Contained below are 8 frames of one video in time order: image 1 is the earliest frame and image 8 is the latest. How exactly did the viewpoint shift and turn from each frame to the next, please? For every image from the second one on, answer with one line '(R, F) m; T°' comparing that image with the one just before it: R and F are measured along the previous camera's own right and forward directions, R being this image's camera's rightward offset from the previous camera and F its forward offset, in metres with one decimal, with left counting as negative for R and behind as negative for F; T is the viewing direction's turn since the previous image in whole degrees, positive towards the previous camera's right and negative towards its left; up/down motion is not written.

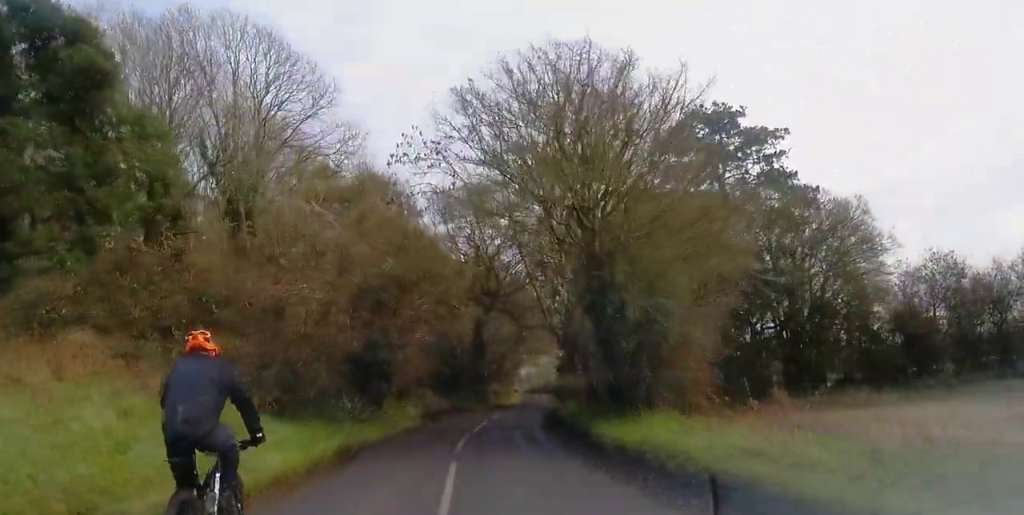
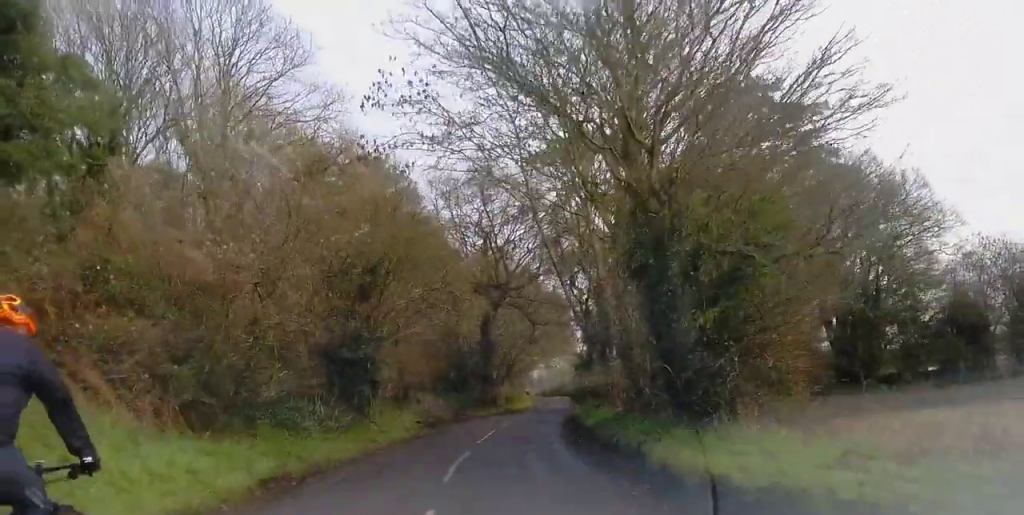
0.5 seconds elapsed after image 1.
(0.0, +5.5) m; +1°
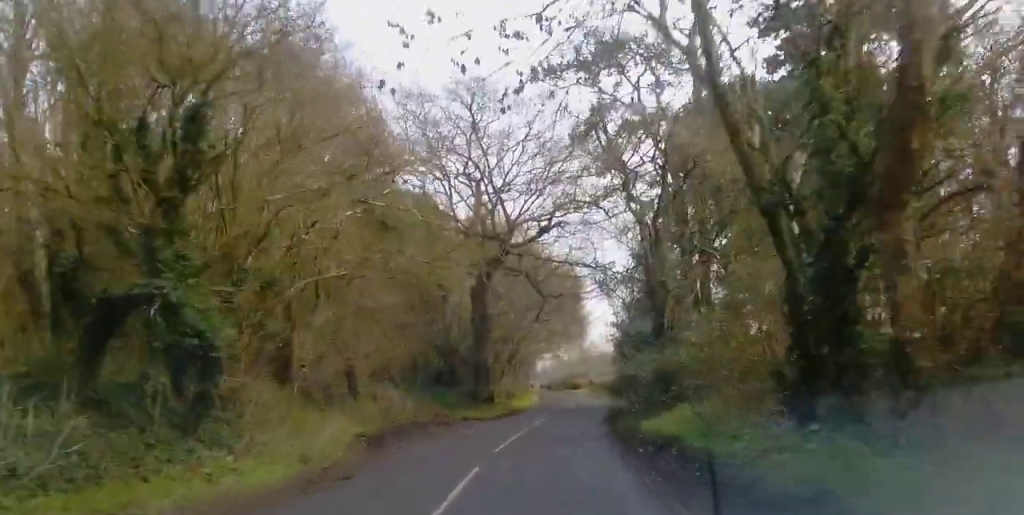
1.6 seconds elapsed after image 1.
(+0.6, +14.6) m; +3°
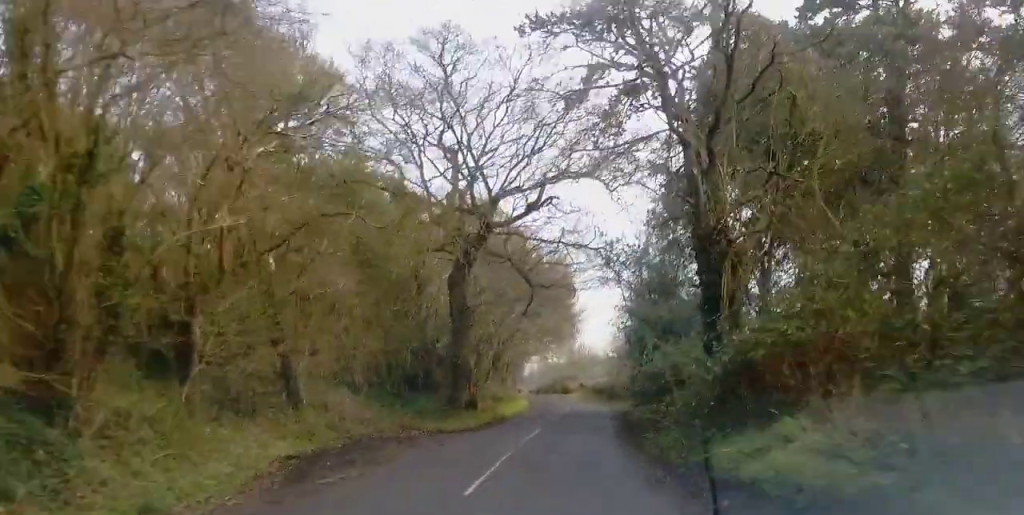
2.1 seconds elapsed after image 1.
(+0.1, +5.9) m; +1°
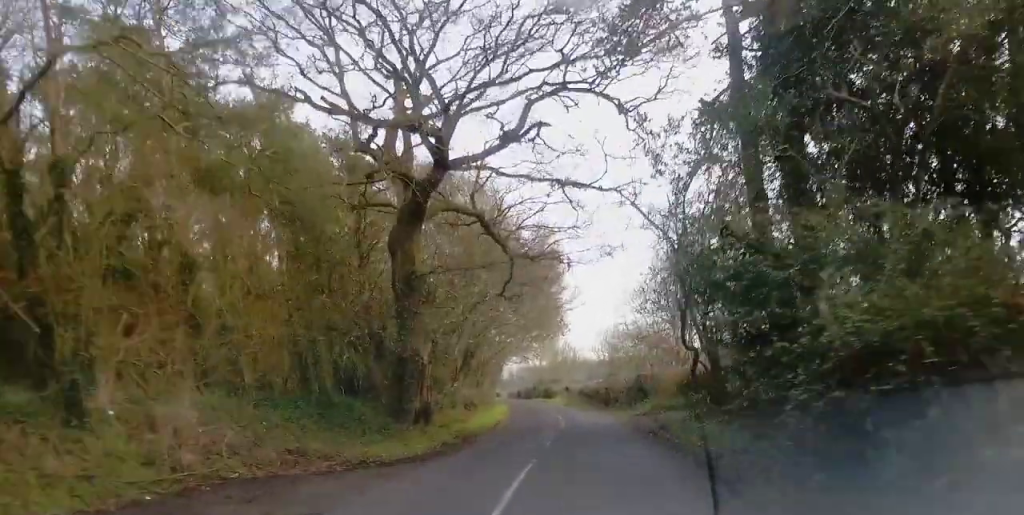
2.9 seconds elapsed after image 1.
(0.0, +10.2) m; 0°
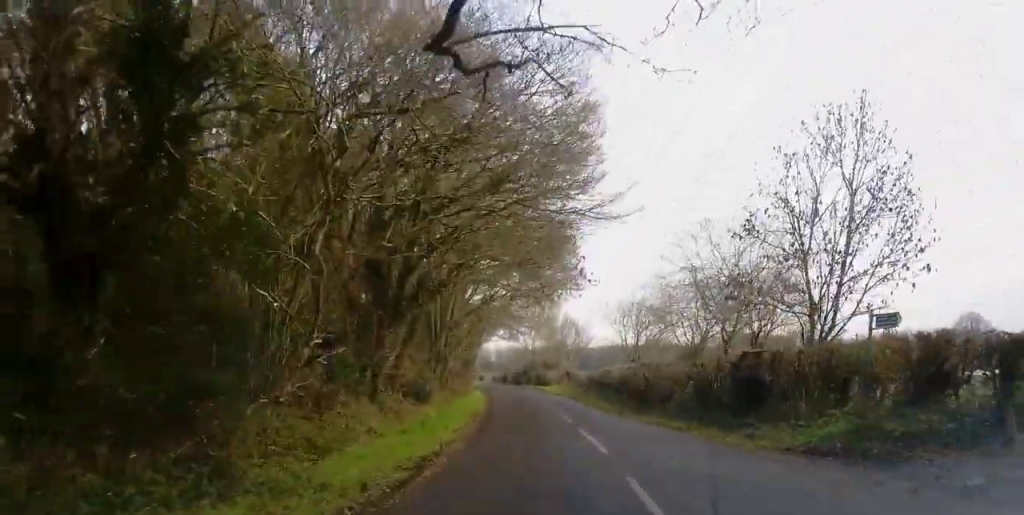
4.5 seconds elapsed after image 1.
(+0.1, +21.6) m; 0°
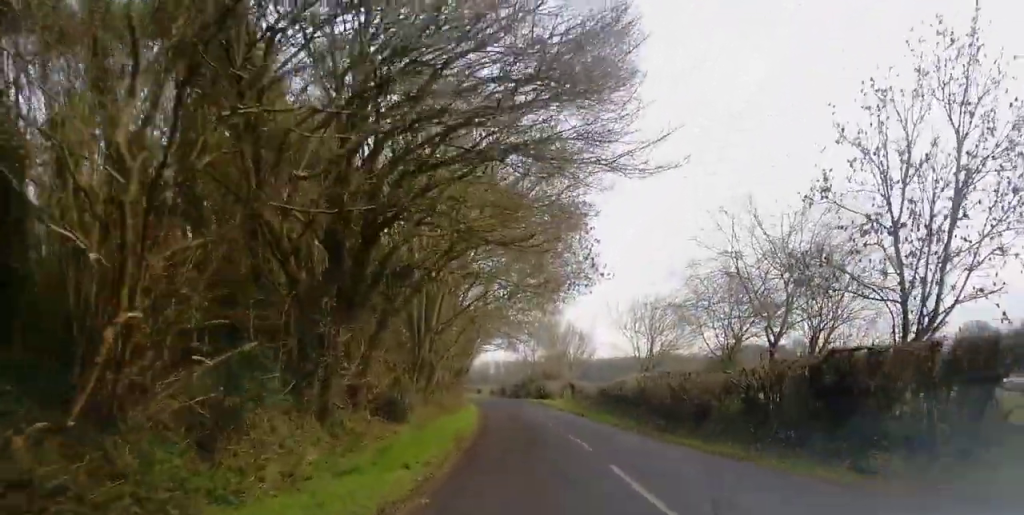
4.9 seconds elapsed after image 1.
(+0.2, +6.1) m; -1°
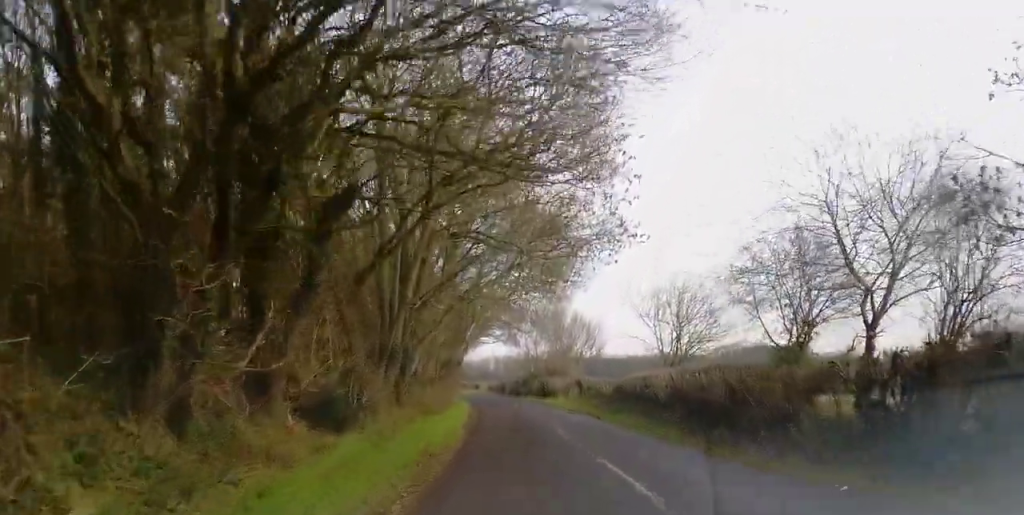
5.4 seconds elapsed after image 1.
(0.0, +7.6) m; -2°
